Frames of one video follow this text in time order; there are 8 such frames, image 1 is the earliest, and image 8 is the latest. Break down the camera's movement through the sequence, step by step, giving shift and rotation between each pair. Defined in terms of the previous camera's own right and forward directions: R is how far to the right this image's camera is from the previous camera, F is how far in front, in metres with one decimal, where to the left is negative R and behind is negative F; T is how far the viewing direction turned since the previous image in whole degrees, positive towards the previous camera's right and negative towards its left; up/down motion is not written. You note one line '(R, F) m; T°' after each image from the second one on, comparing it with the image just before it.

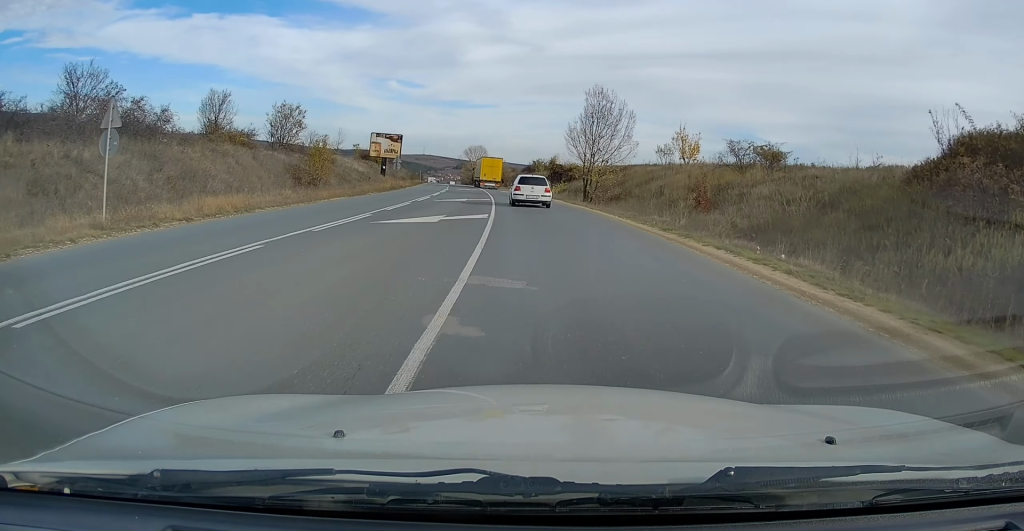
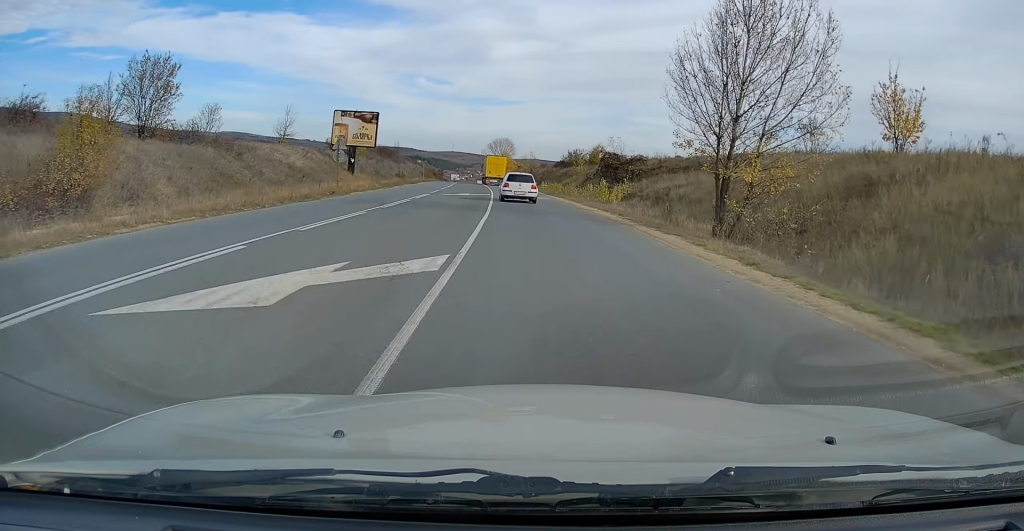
(-0.7, +27.3) m; -3°
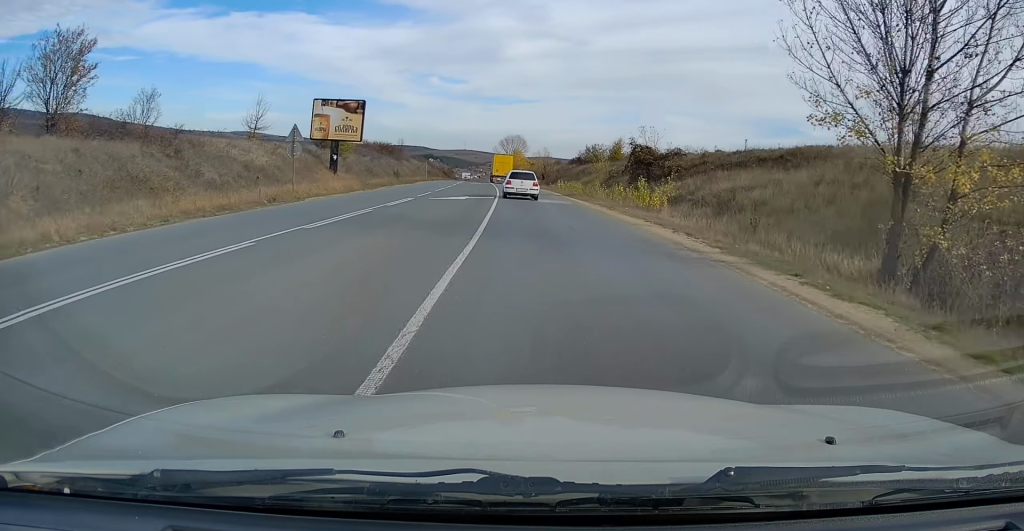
(0.0, +8.8) m; -1°
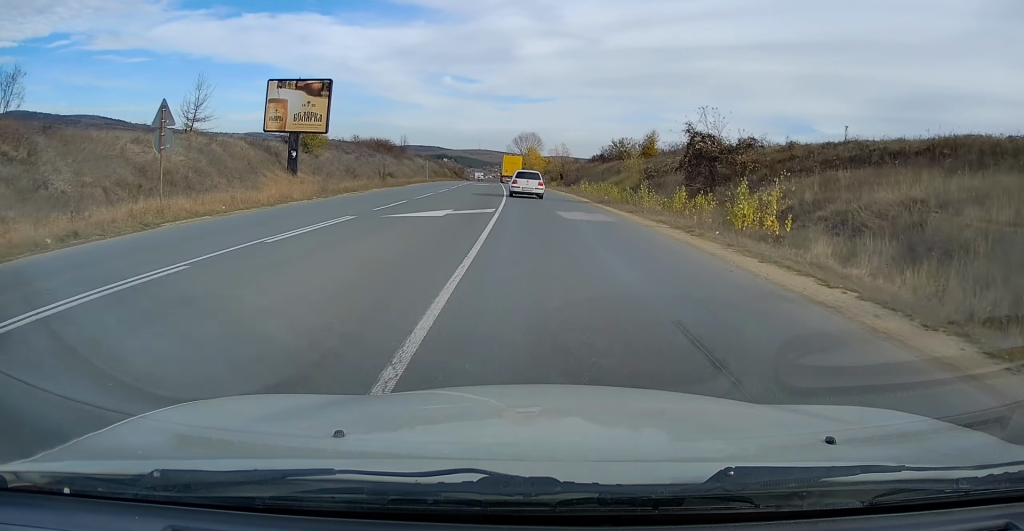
(0.0, +11.5) m; -1°
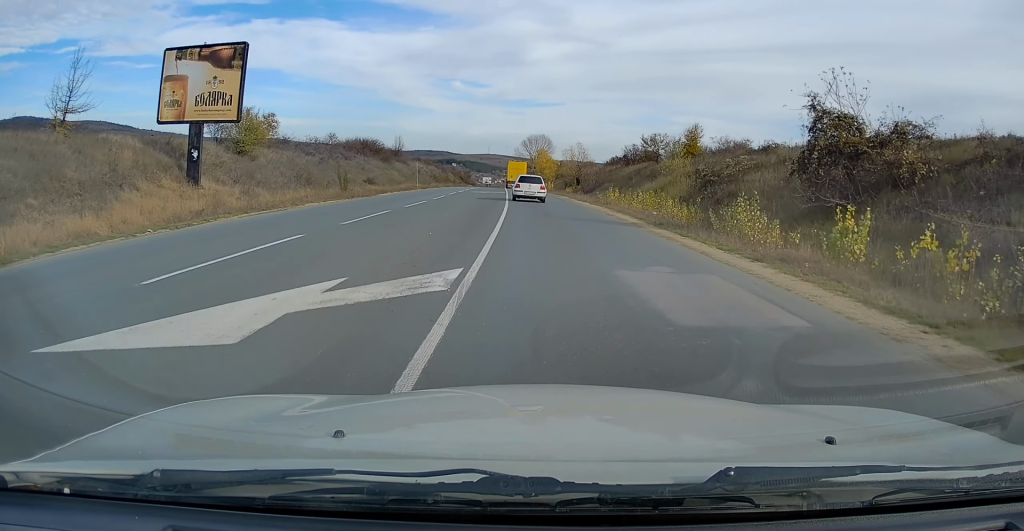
(-0.3, +12.6) m; -2°
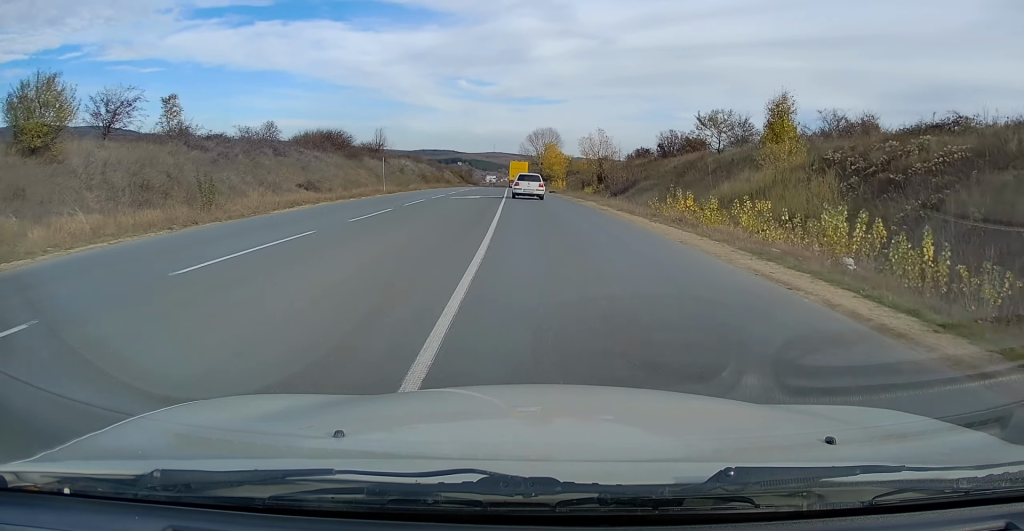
(-0.2, +16.4) m; -1°
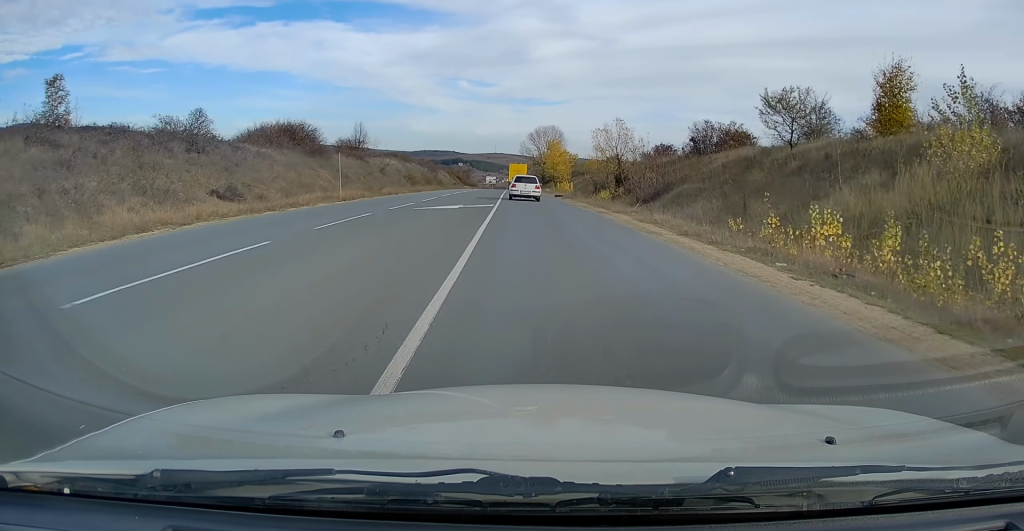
(0.0, +10.8) m; 0°
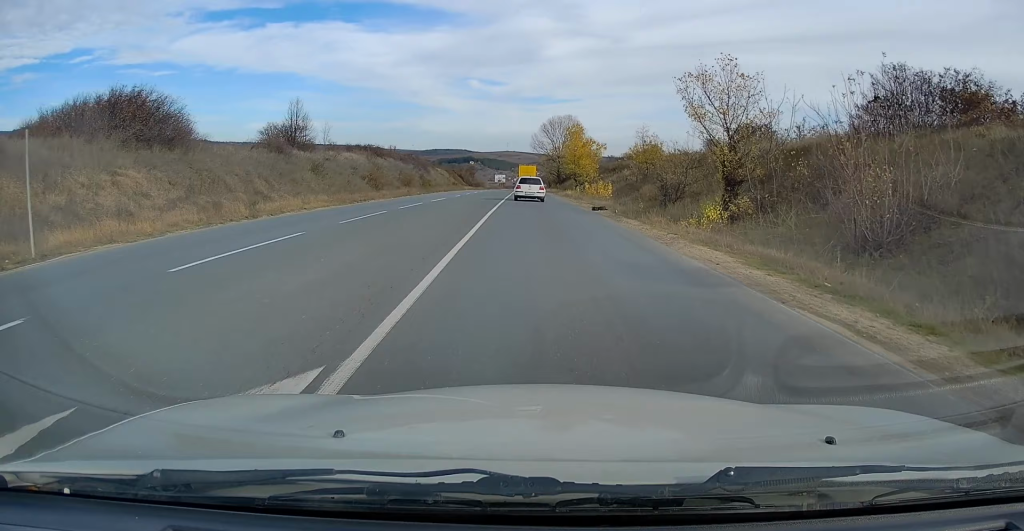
(0.0, +23.0) m; 0°
